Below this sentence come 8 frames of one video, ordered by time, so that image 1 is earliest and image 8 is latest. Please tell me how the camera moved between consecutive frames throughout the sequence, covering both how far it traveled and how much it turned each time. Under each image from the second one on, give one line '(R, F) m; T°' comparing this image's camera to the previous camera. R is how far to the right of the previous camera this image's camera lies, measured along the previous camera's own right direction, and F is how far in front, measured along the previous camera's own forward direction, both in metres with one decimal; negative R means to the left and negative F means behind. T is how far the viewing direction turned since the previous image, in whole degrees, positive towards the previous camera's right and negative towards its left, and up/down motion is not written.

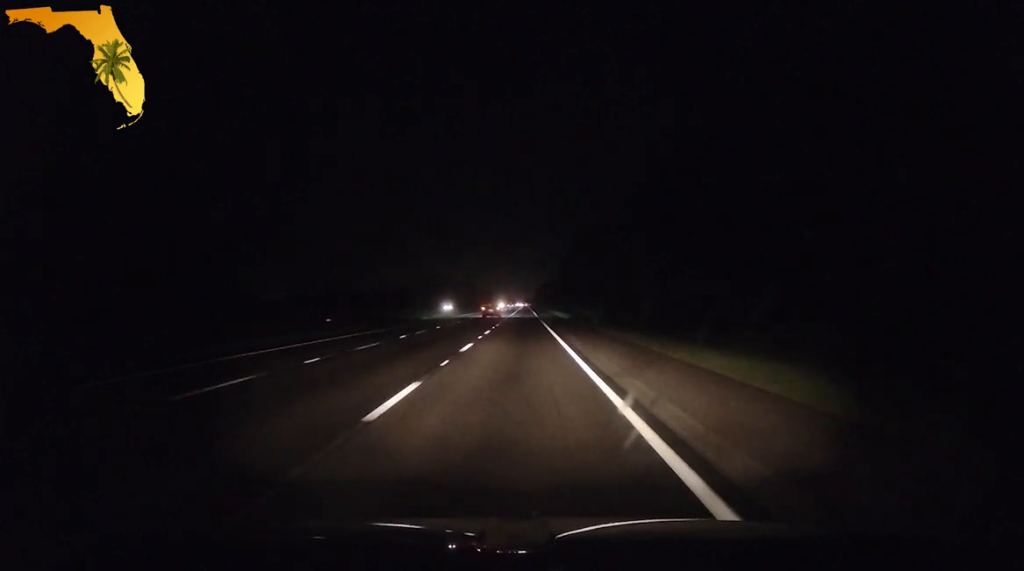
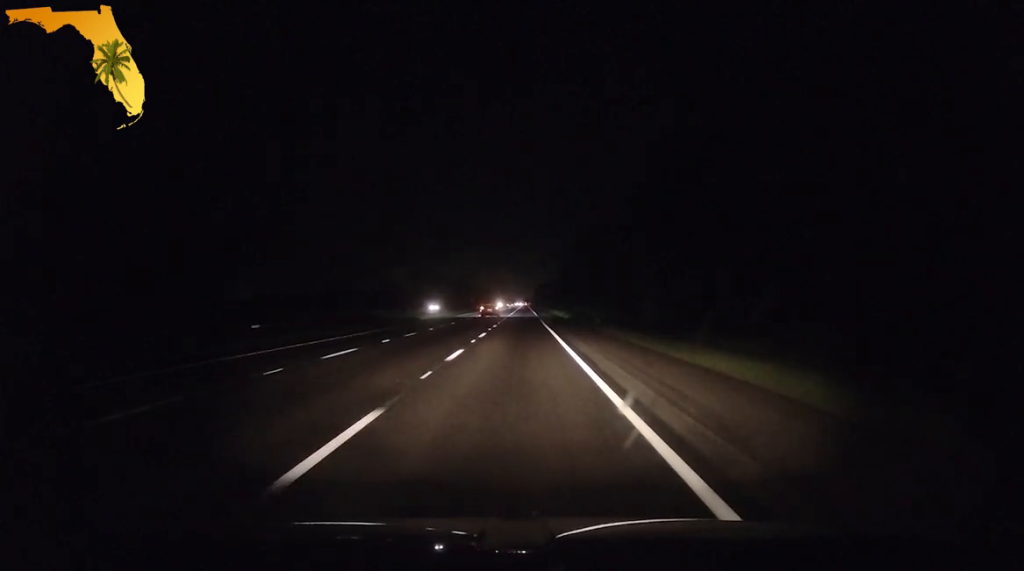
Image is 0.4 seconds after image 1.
(0.0, +15.2) m; 0°
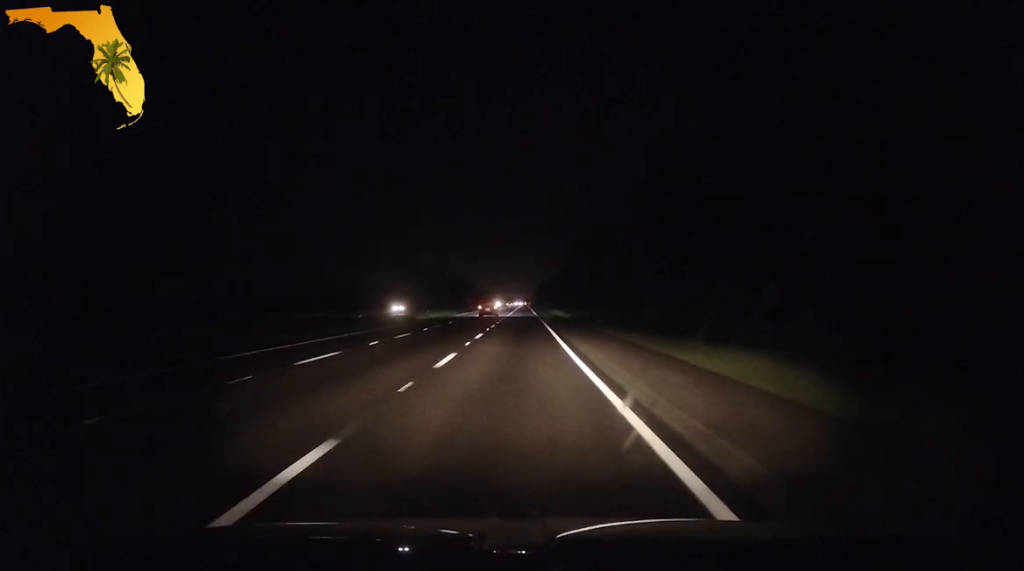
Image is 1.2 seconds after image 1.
(0.0, +25.9) m; 0°
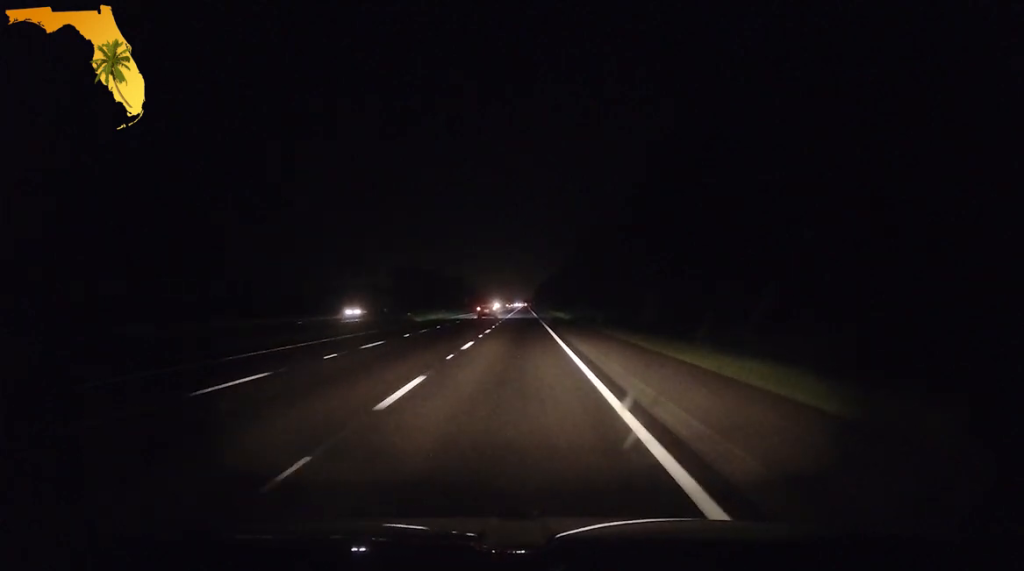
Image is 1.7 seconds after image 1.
(0.0, +17.6) m; 0°
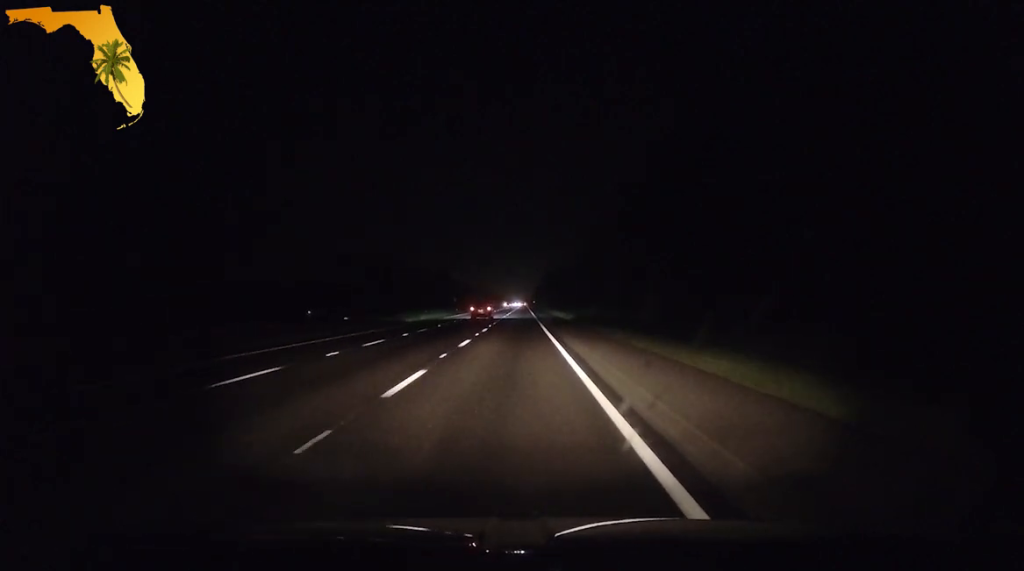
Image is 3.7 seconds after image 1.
(+0.2, +70.4) m; +1°
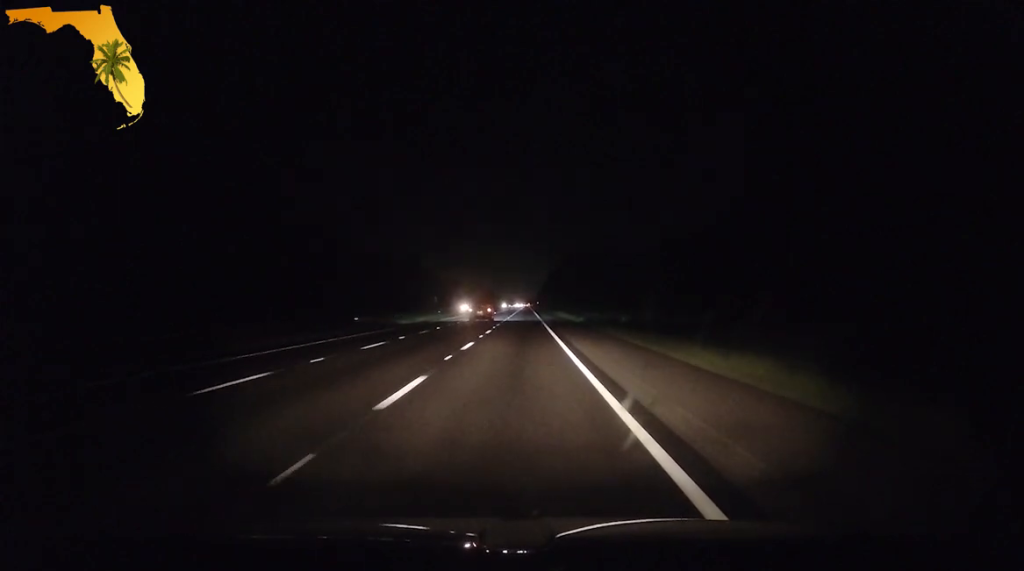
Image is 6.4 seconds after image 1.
(+0.1, +95.9) m; 0°
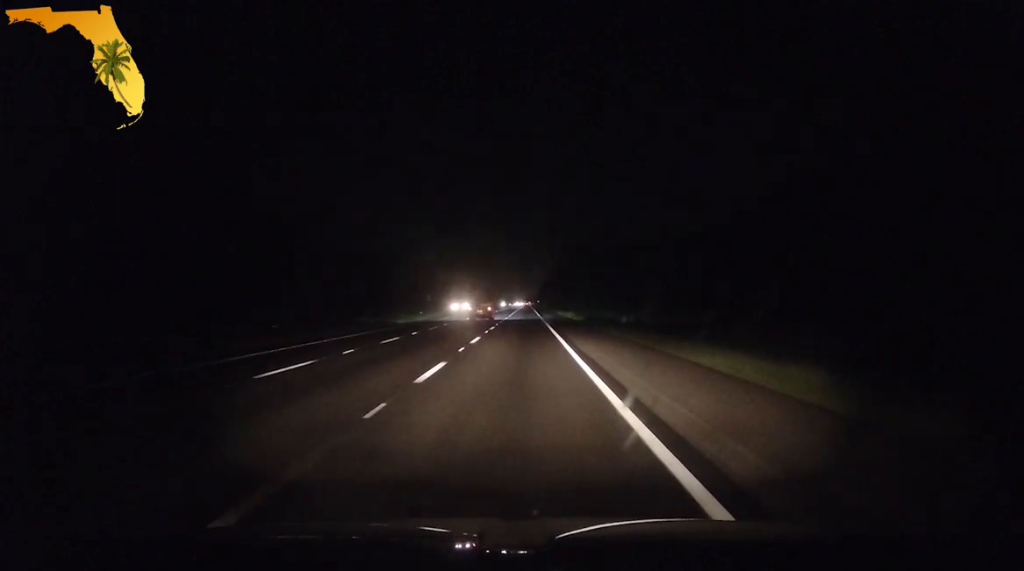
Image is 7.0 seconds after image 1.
(0.0, +20.4) m; 0°
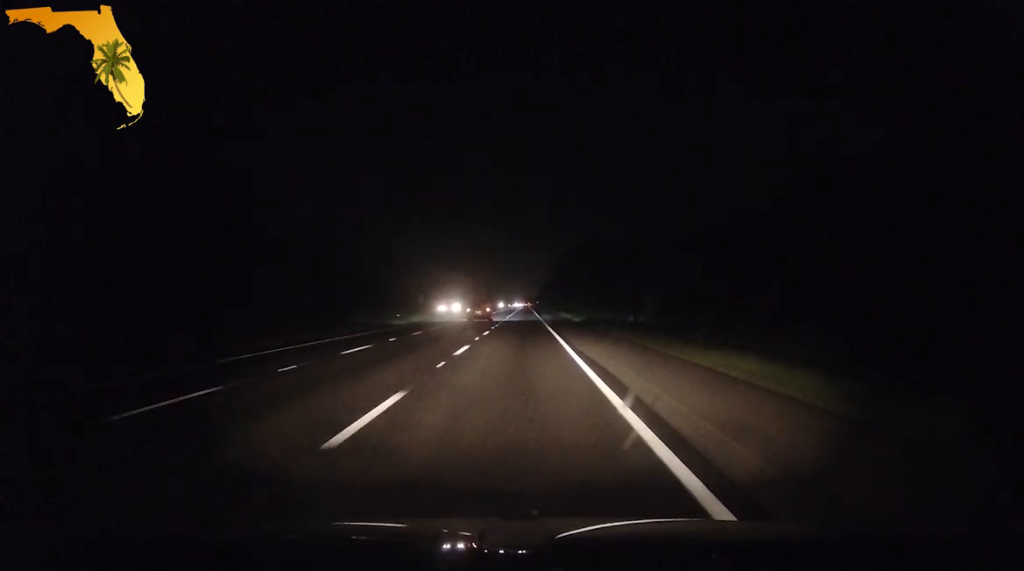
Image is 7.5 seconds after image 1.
(0.0, +17.1) m; 0°
